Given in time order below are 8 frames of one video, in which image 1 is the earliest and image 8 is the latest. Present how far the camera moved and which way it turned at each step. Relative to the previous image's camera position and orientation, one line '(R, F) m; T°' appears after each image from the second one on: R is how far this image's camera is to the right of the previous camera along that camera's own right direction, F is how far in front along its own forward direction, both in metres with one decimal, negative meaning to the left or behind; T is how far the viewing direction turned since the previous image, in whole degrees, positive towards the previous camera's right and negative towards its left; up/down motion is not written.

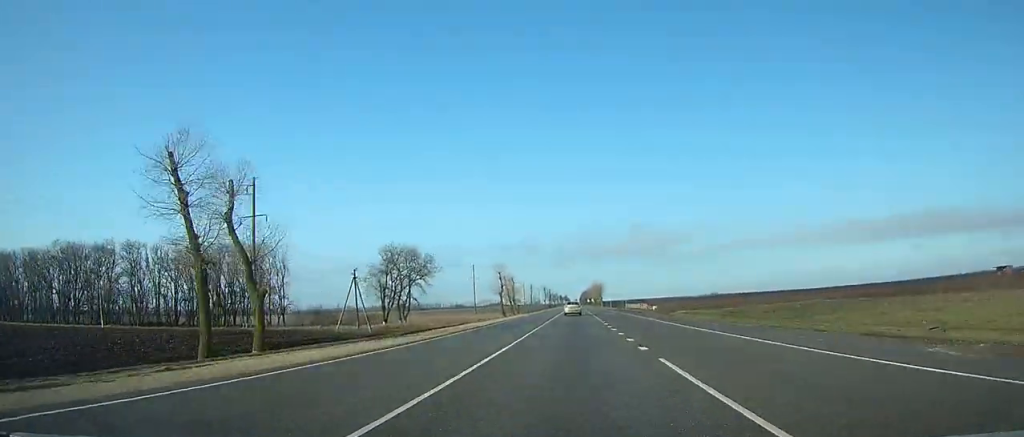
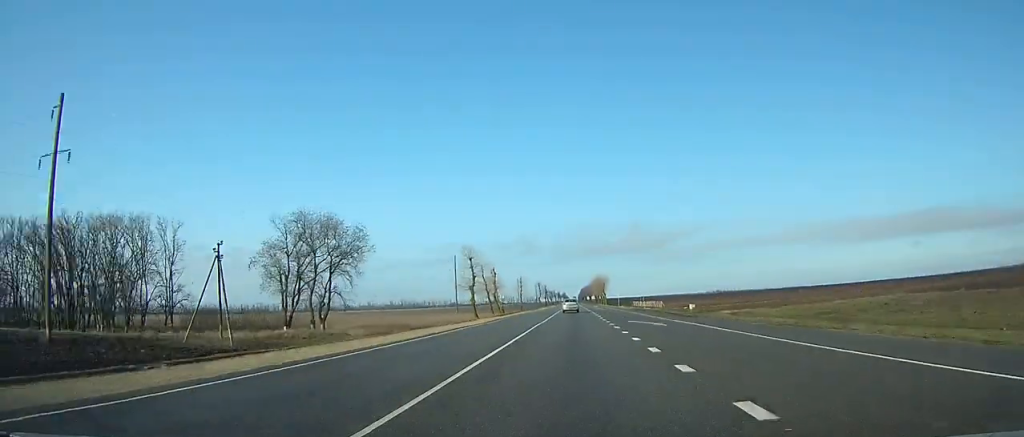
(0.0, +34.0) m; 0°
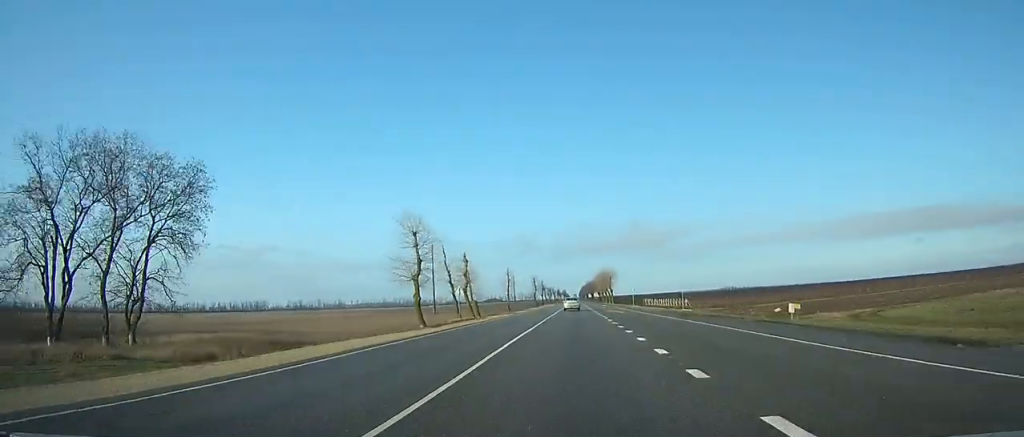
(0.0, +32.2) m; 0°
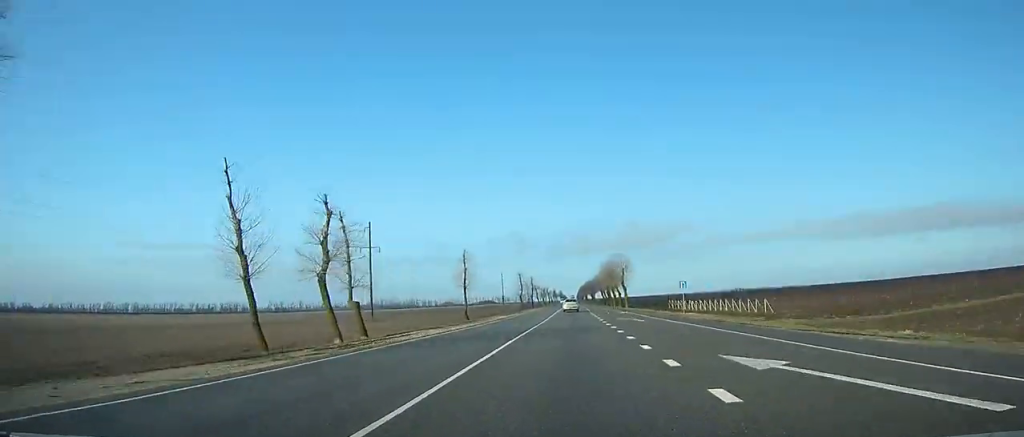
(0.0, +50.9) m; 0°
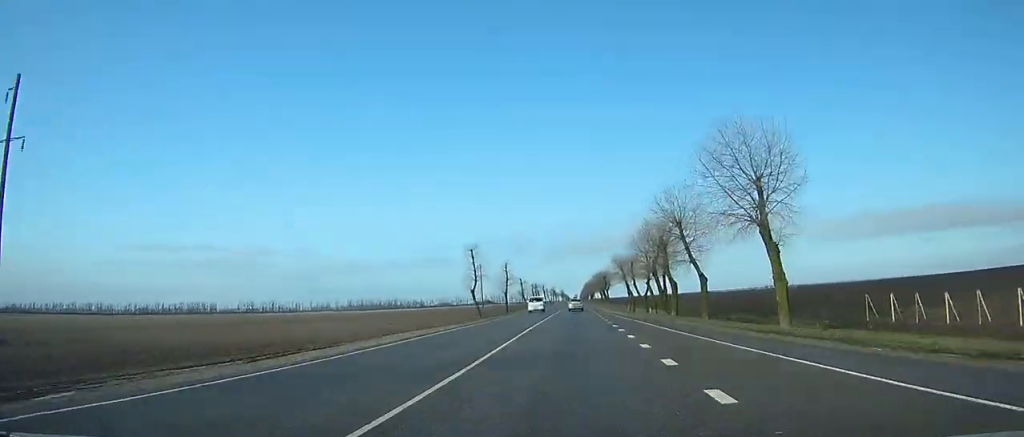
(-0.2, +84.3) m; 0°
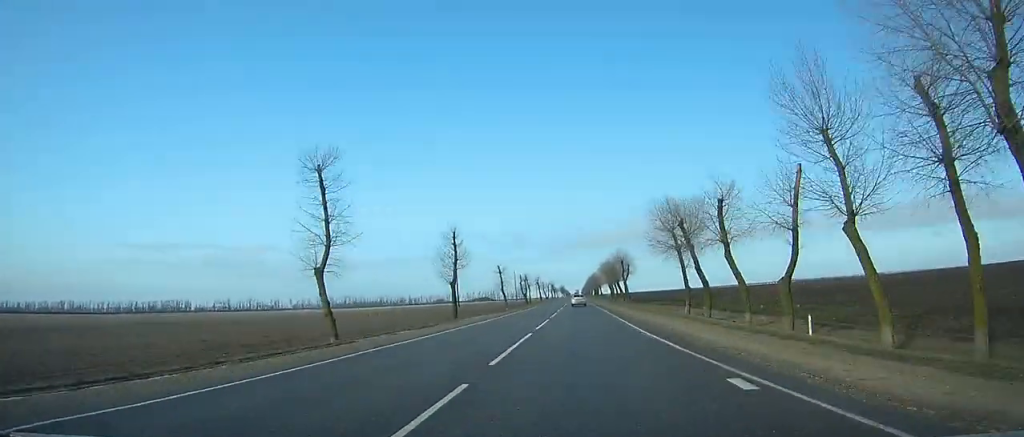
(-0.1, +54.0) m; 0°
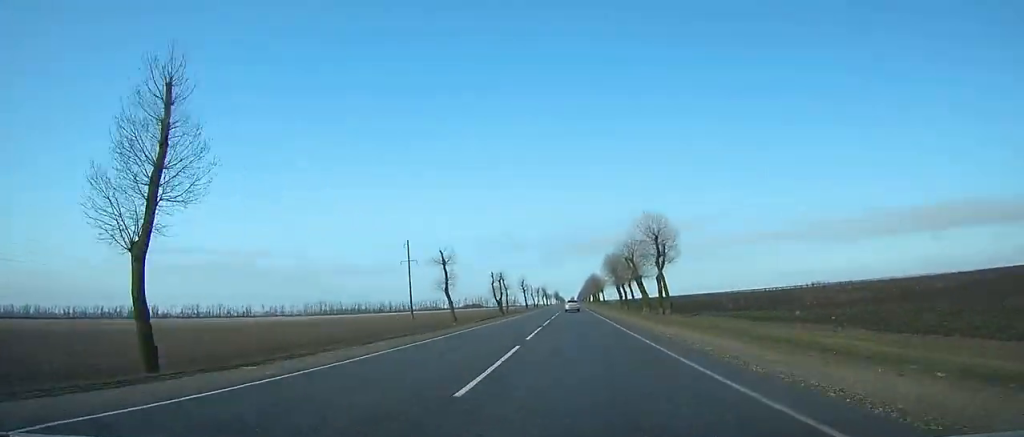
(+0.1, +51.4) m; 0°
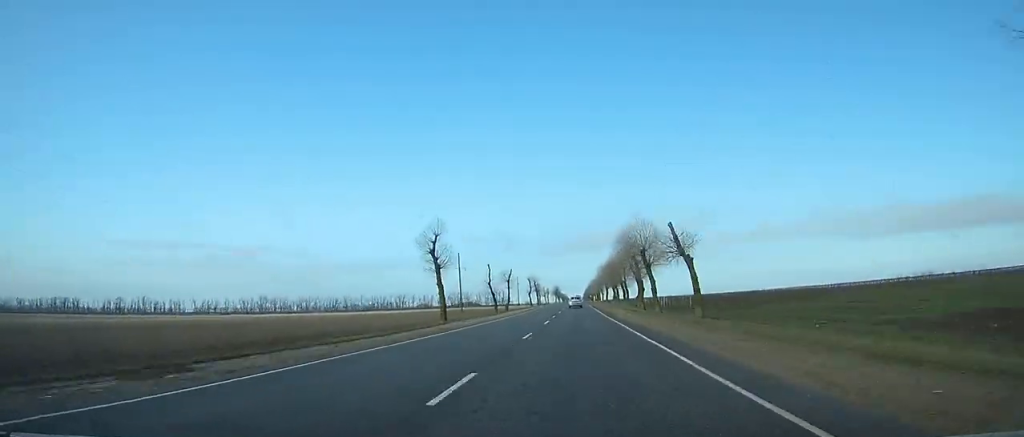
(0.0, +126.1) m; 0°
